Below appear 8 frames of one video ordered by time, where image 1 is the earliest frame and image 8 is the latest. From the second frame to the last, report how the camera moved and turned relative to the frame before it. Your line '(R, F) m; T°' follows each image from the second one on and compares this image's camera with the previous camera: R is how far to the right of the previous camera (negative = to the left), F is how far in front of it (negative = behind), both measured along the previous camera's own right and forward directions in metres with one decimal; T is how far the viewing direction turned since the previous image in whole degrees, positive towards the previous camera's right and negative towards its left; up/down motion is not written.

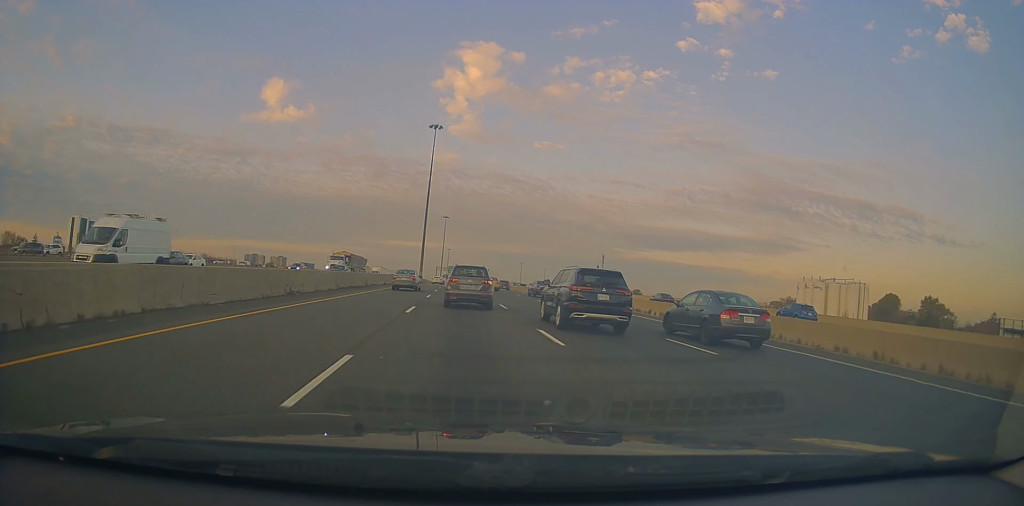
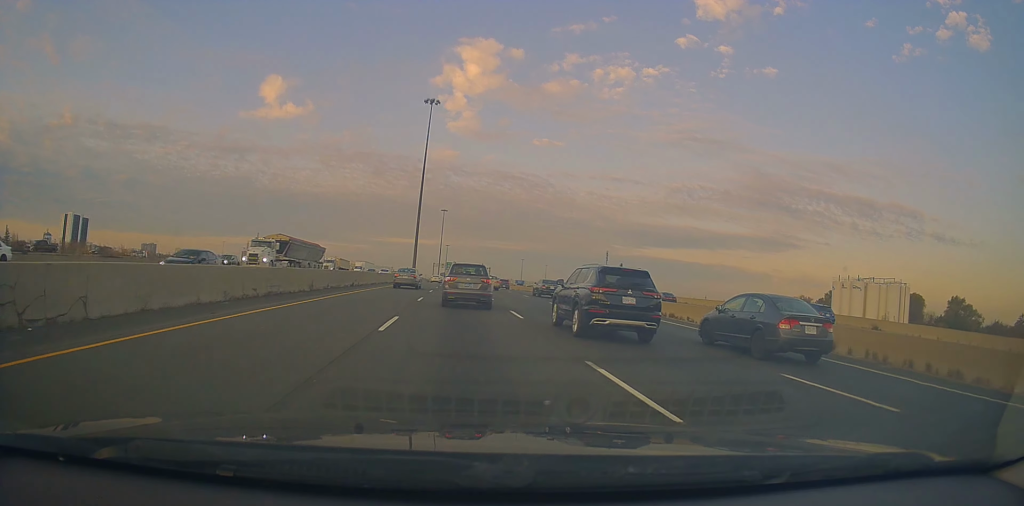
(+0.1, +17.9) m; -1°
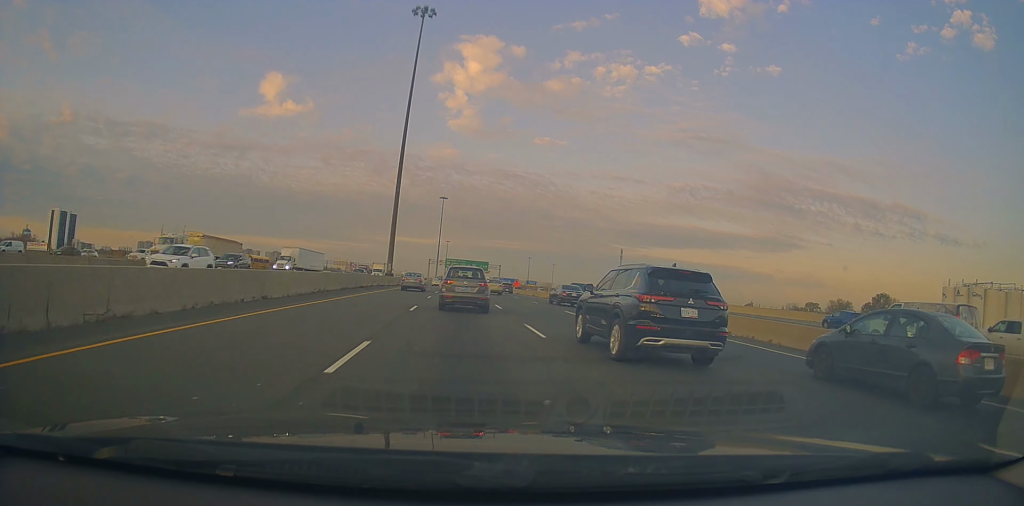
(-0.3, +41.2) m; 0°
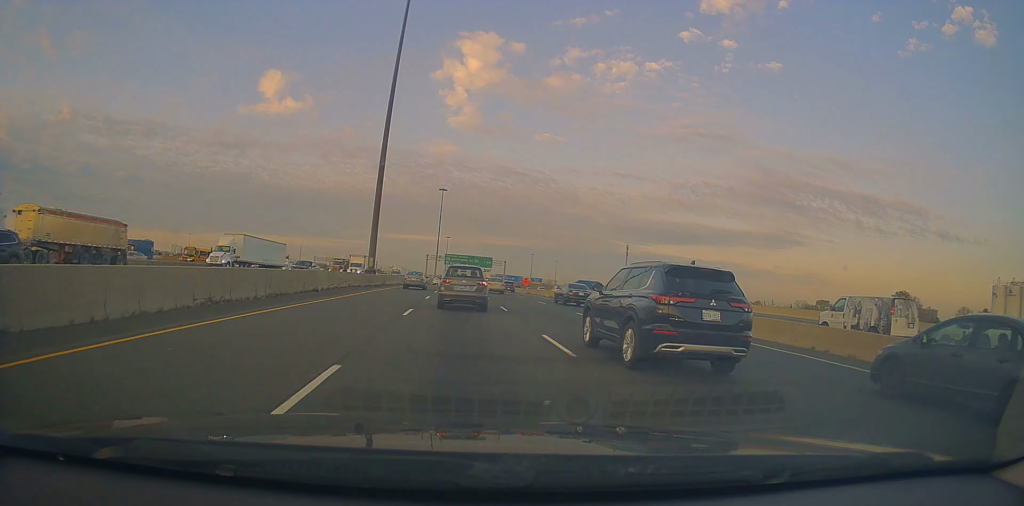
(+0.4, +14.8) m; 0°
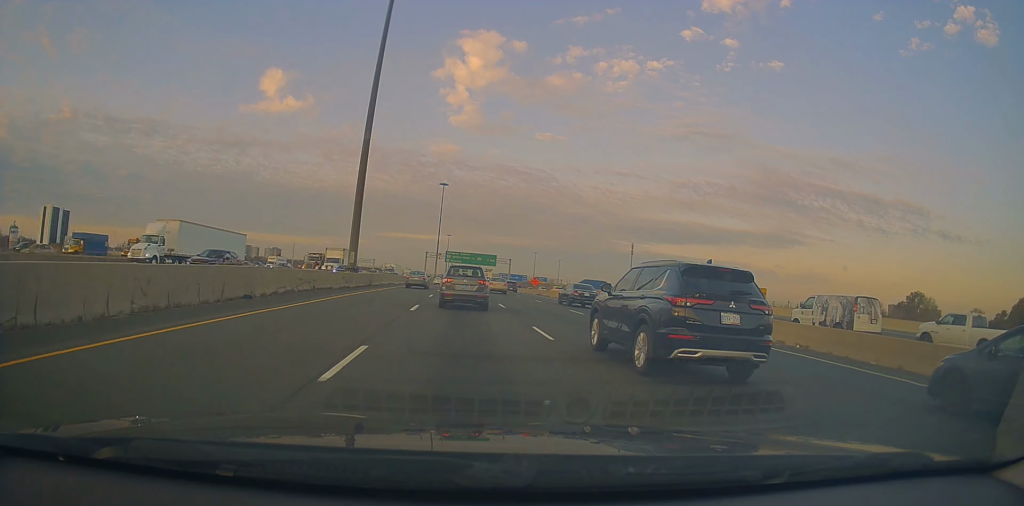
(-0.3, +10.1) m; -1°
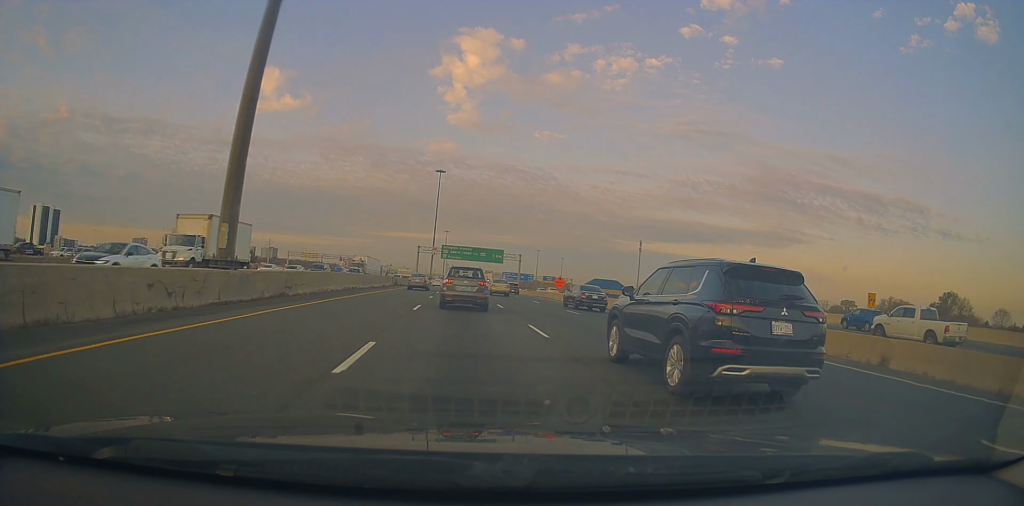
(-0.3, +23.5) m; 0°
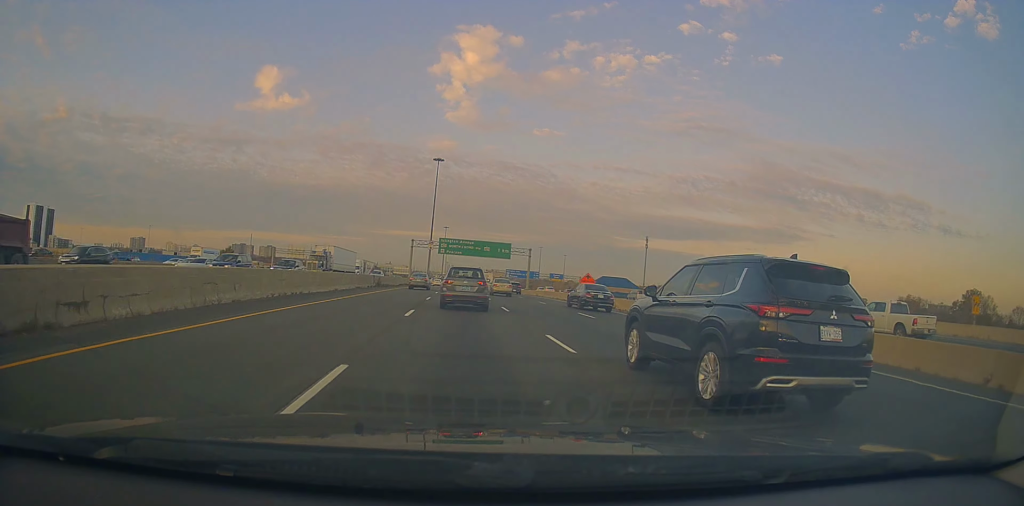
(0.0, +15.0) m; +1°
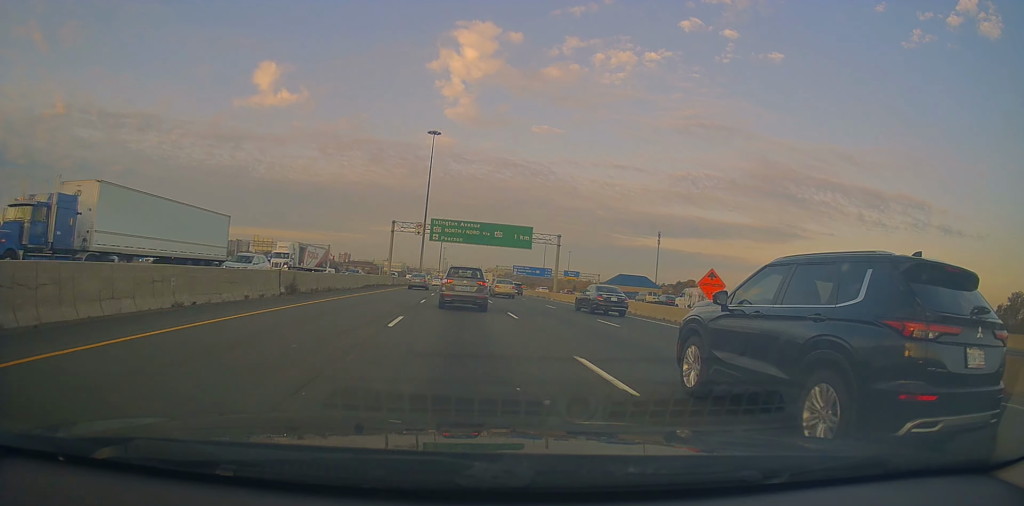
(+0.3, +28.0) m; 0°
